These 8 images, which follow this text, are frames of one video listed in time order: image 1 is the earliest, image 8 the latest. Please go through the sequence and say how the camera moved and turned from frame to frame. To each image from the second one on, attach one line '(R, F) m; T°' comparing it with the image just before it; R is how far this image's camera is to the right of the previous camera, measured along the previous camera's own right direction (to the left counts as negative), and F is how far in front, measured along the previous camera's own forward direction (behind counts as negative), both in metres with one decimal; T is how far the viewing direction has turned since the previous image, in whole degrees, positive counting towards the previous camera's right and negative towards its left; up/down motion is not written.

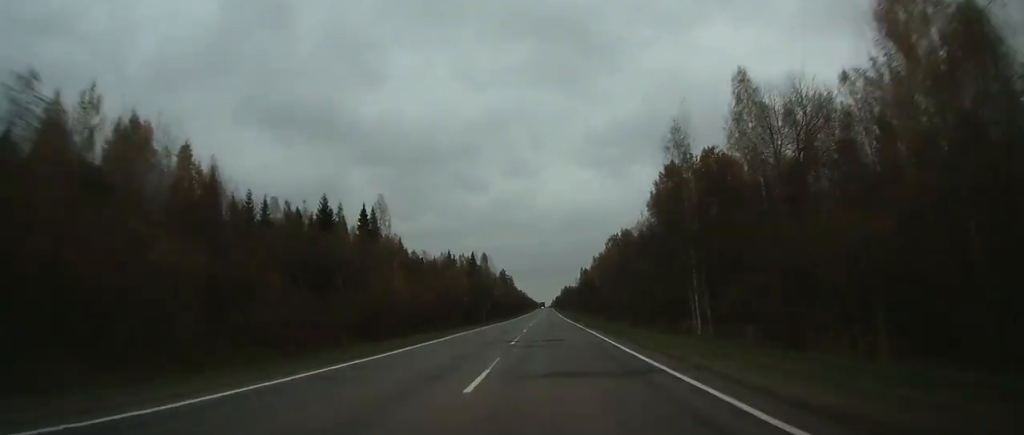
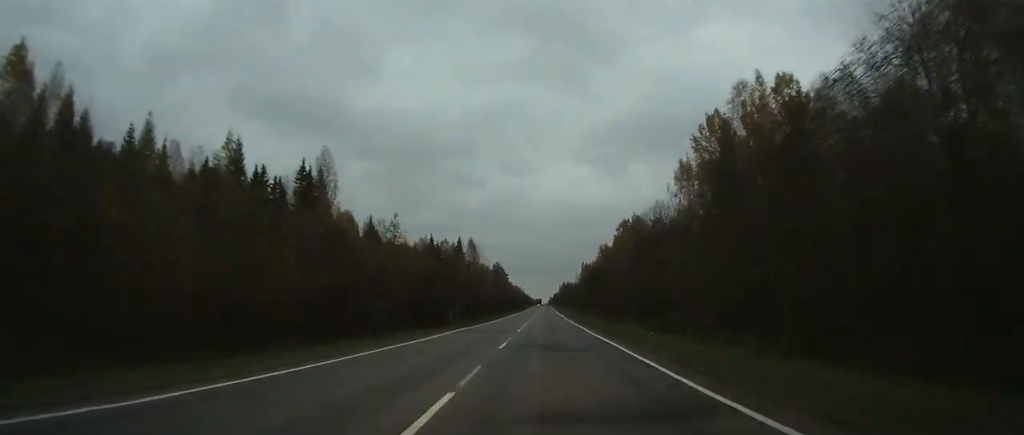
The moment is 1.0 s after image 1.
(0.0, +28.3) m; 0°
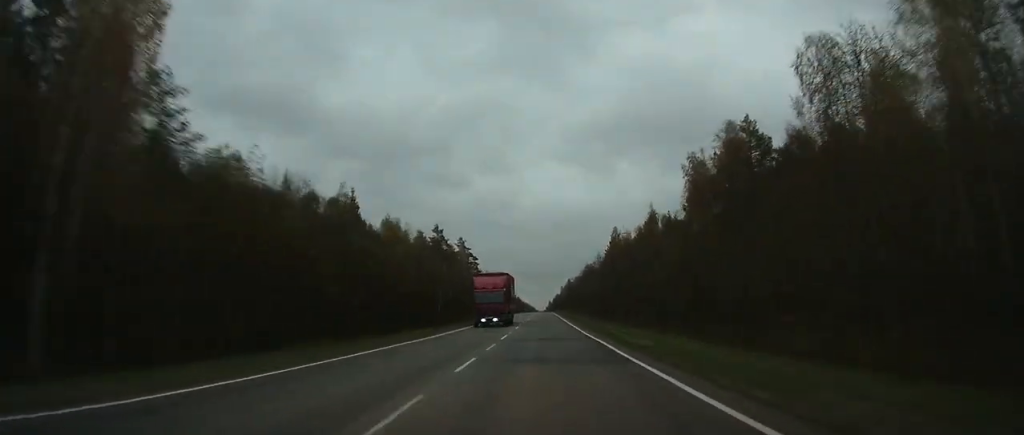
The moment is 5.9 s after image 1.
(+0.1, +136.7) m; 0°
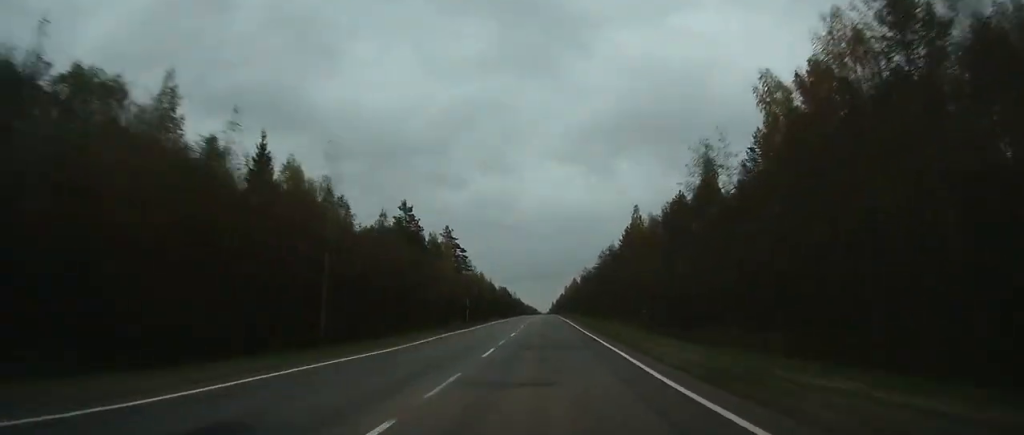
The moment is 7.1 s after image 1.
(+0.1, +34.2) m; 0°
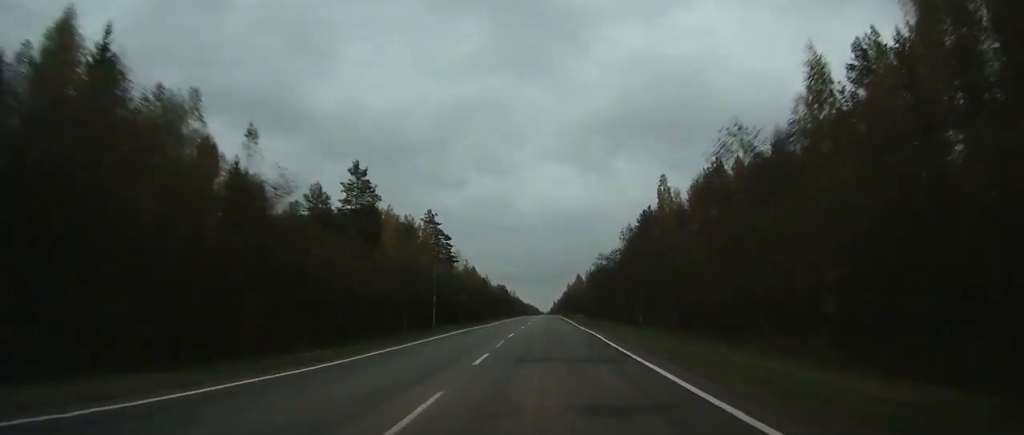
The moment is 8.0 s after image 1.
(0.0, +28.1) m; 0°
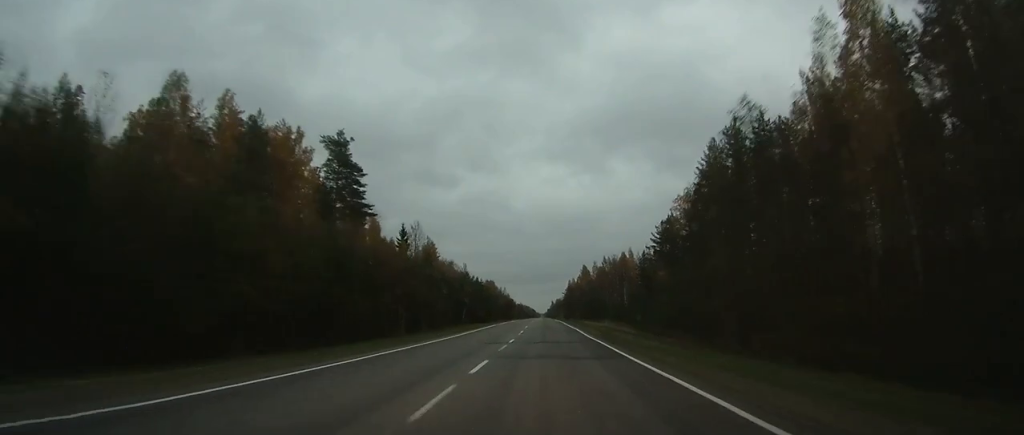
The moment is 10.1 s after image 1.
(-0.4, +63.9) m; 0°
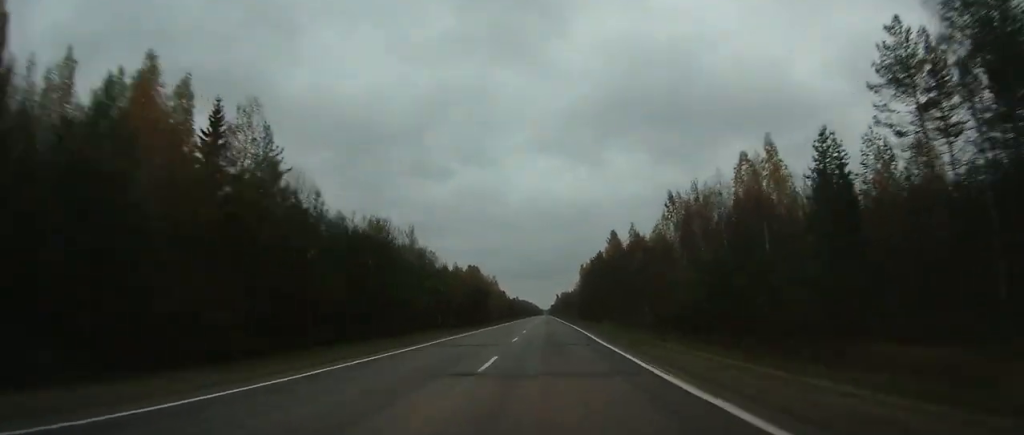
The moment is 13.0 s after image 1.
(+0.2, +82.3) m; 0°
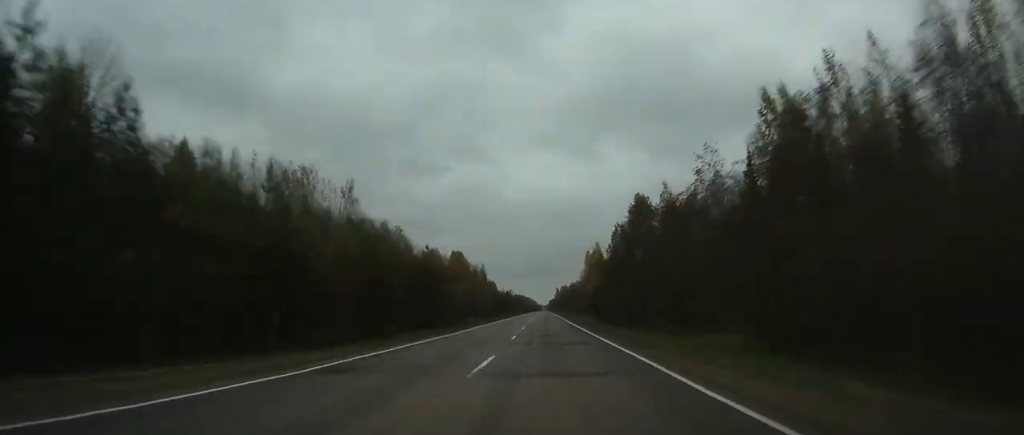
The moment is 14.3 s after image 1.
(0.0, +35.6) m; 0°
